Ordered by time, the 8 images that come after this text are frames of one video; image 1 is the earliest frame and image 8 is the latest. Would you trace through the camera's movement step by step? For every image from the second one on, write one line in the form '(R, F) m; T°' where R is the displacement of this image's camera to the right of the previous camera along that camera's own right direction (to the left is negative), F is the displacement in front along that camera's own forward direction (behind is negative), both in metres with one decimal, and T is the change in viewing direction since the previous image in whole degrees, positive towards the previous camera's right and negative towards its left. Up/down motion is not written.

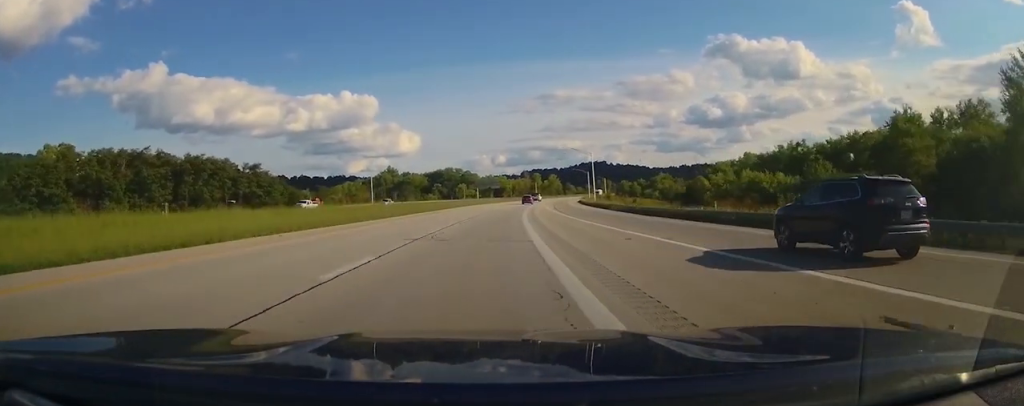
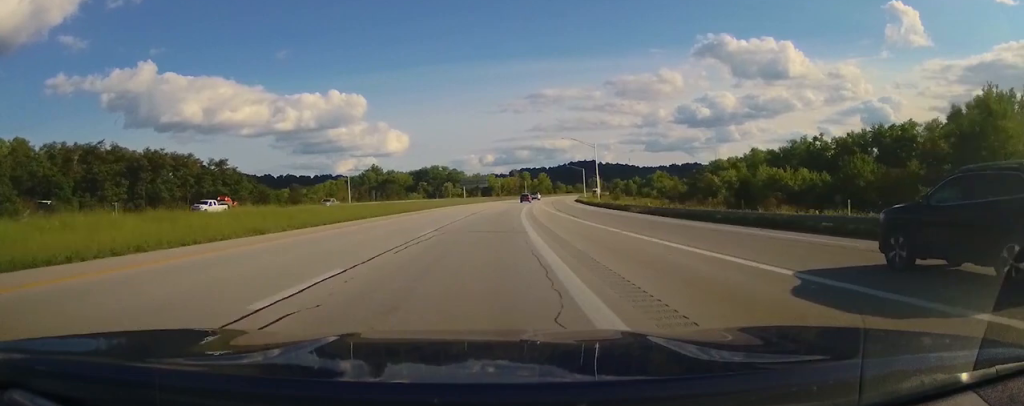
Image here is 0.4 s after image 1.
(+0.3, +14.5) m; +1°
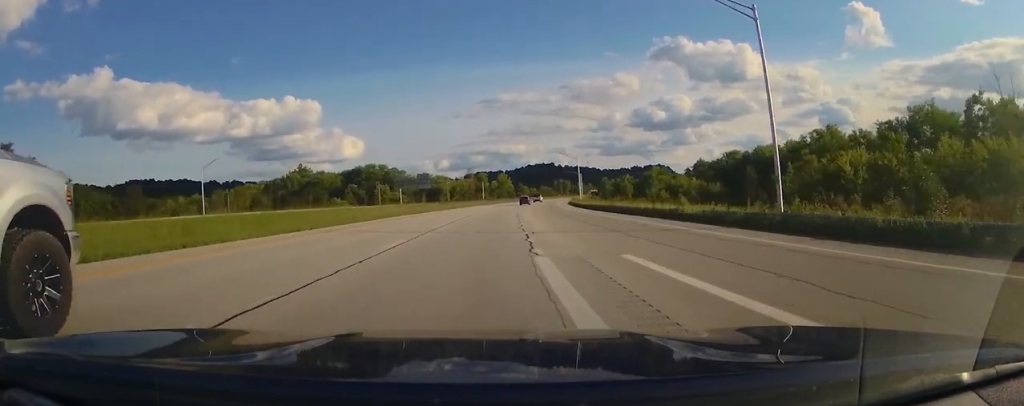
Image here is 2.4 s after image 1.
(+2.5, +65.7) m; +5°
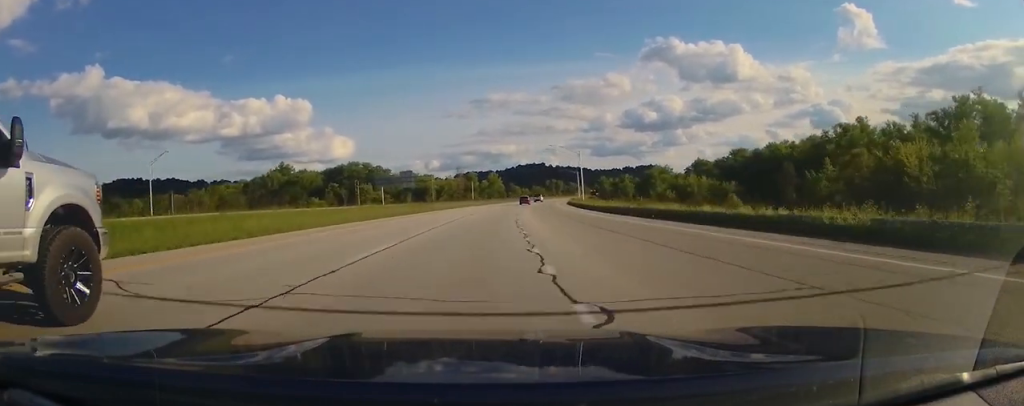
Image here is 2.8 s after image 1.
(+0.1, +14.5) m; +1°
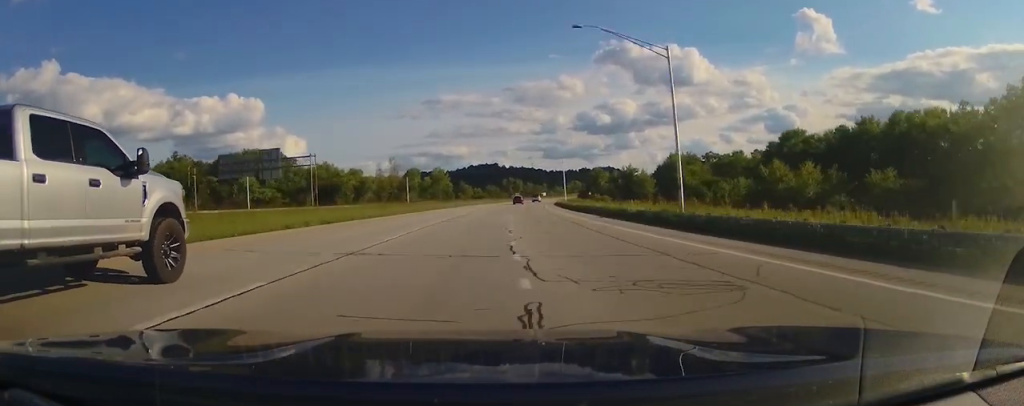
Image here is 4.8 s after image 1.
(+2.6, +67.4) m; +4°
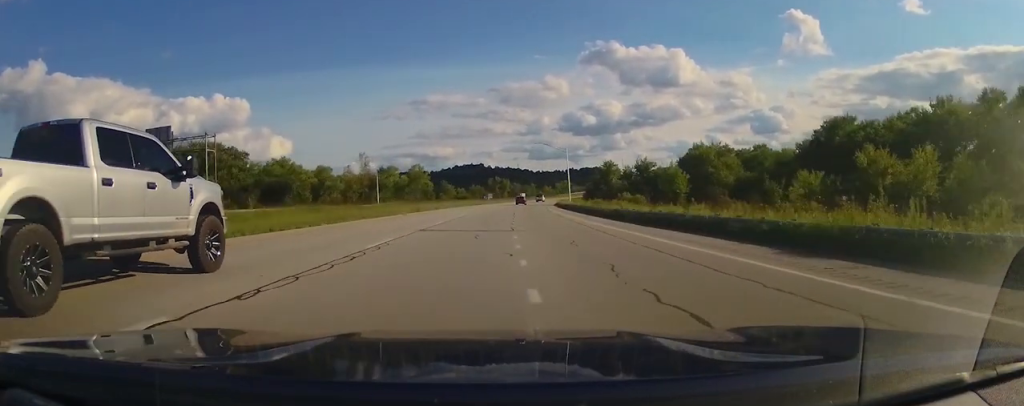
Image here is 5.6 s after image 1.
(+0.1, +27.0) m; +2°
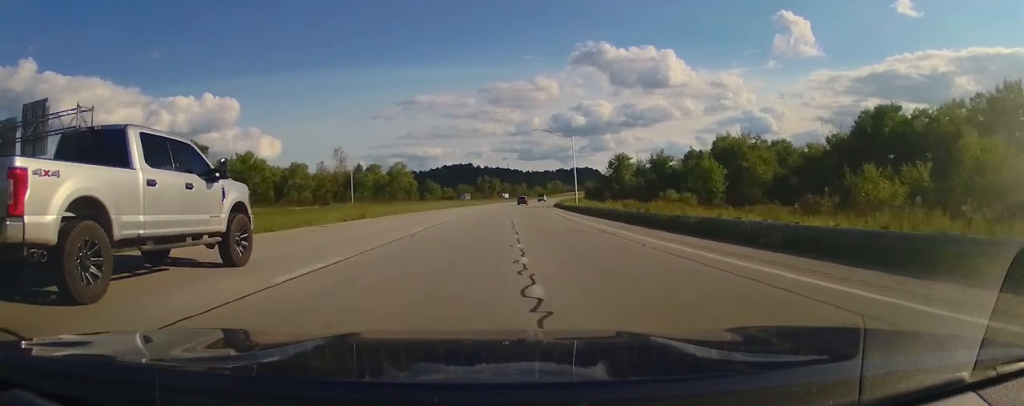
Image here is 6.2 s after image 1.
(+0.4, +18.0) m; +2°
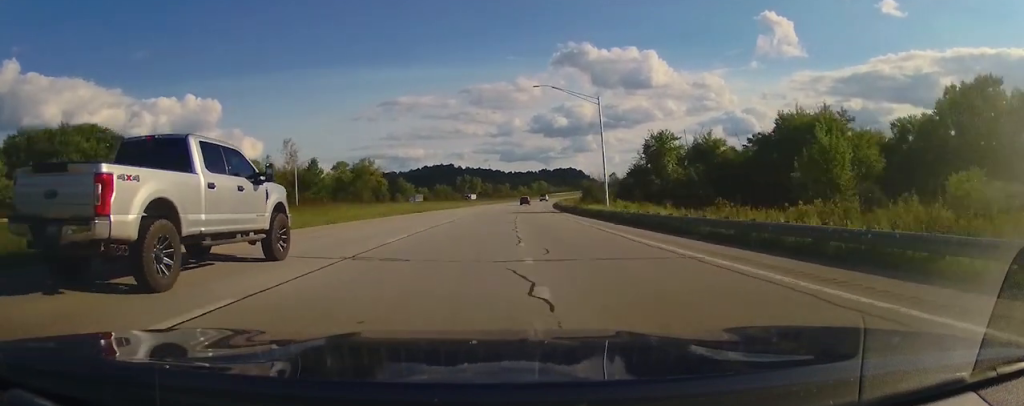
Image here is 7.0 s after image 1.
(+0.7, +29.2) m; +2°
